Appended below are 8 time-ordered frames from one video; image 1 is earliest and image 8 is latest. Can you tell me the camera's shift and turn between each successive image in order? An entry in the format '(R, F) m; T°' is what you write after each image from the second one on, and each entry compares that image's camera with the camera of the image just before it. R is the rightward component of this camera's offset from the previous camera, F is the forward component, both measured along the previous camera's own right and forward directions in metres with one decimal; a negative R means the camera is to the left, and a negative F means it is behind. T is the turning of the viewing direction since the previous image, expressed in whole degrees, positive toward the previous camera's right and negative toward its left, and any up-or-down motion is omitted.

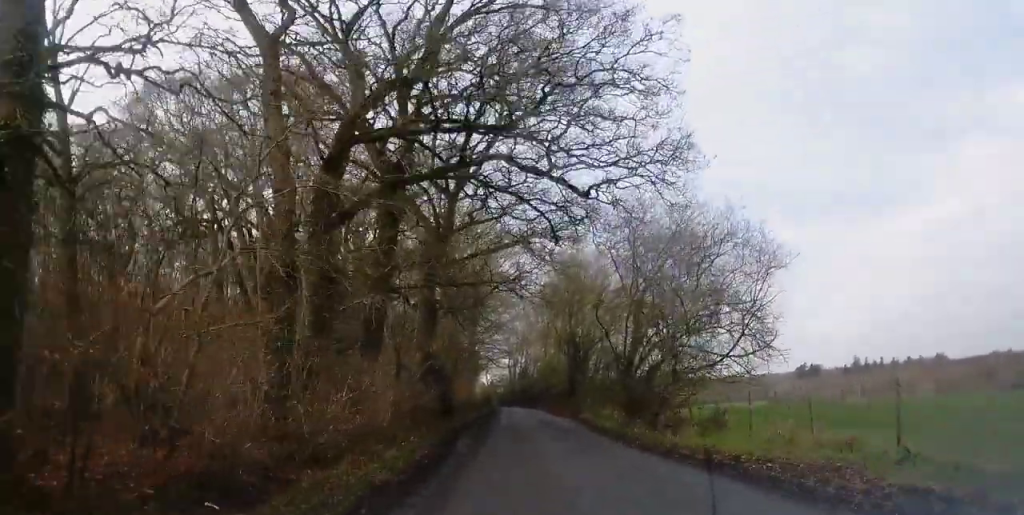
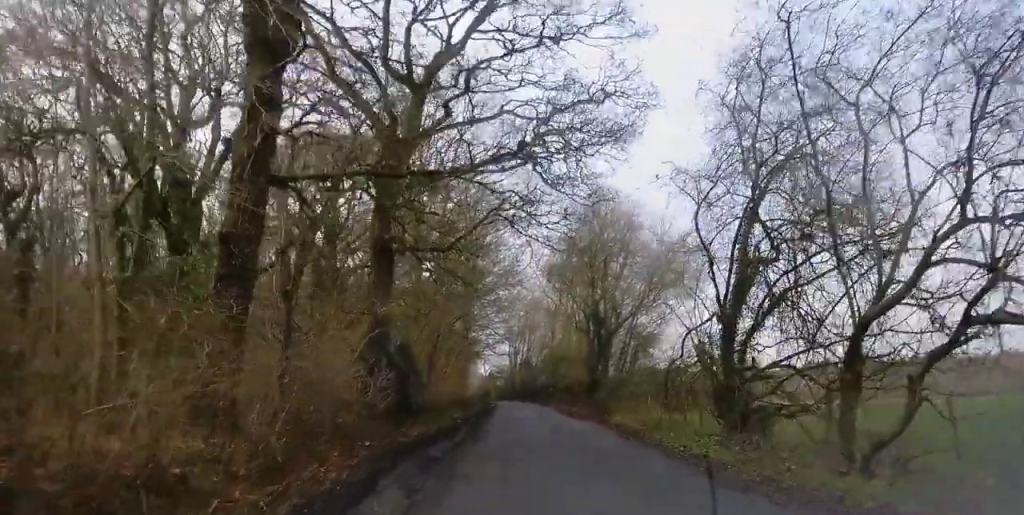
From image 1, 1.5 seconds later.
(+1.0, +12.8) m; +3°
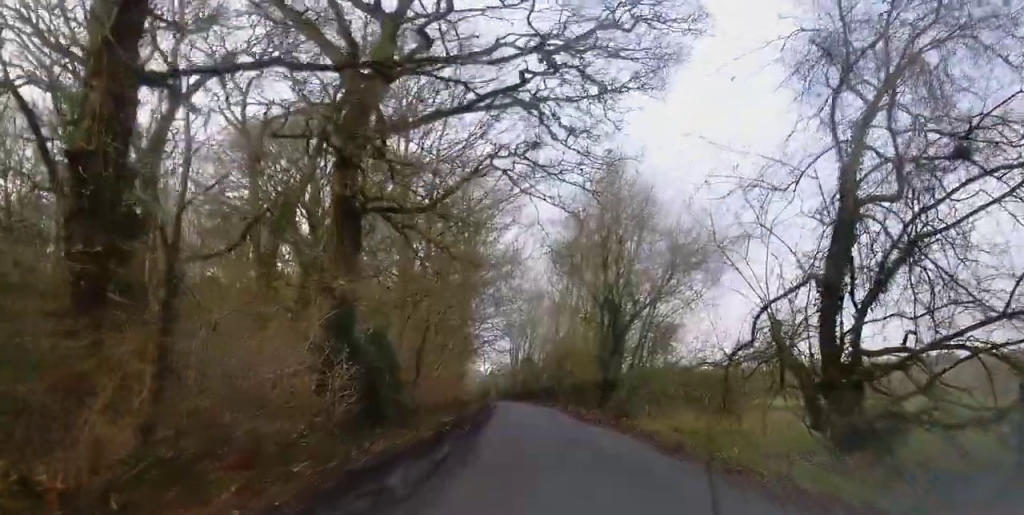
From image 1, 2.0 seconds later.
(-0.4, +4.9) m; -1°
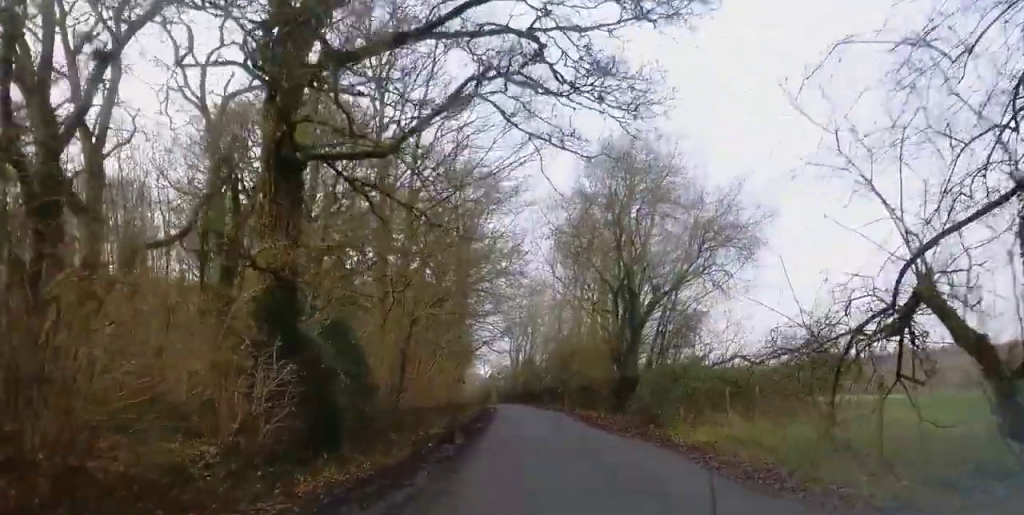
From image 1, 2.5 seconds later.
(-0.1, +4.7) m; -1°
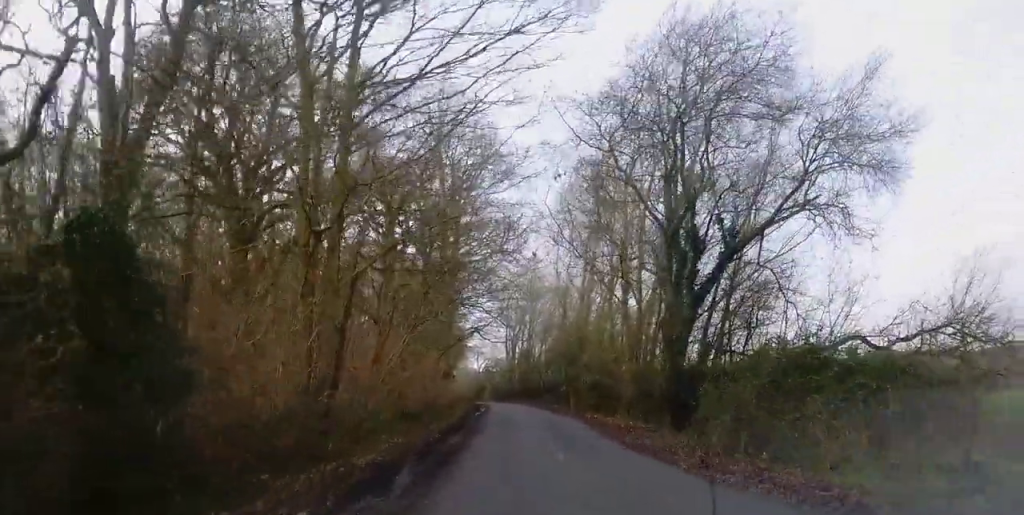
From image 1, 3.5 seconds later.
(+0.3, +9.9) m; 0°
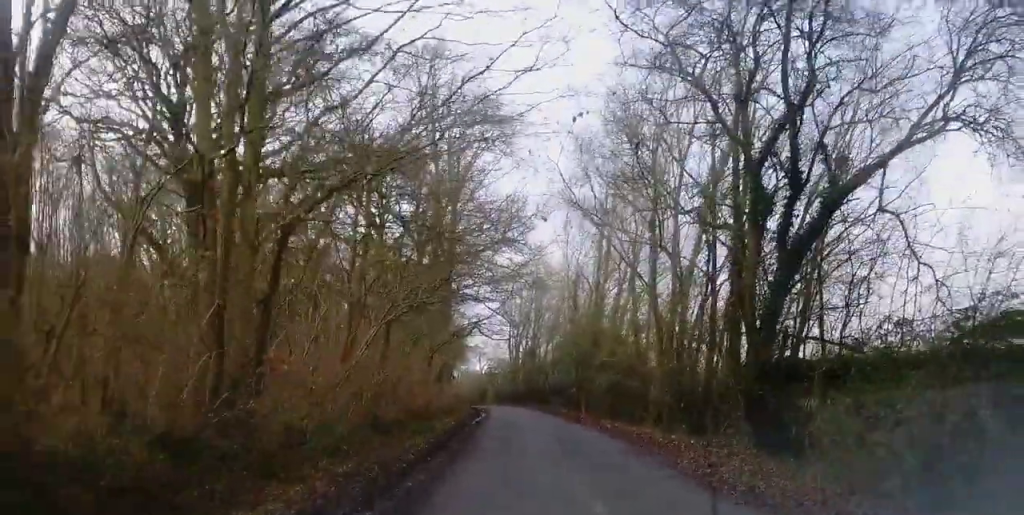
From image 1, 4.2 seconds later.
(-0.1, +6.2) m; -1°
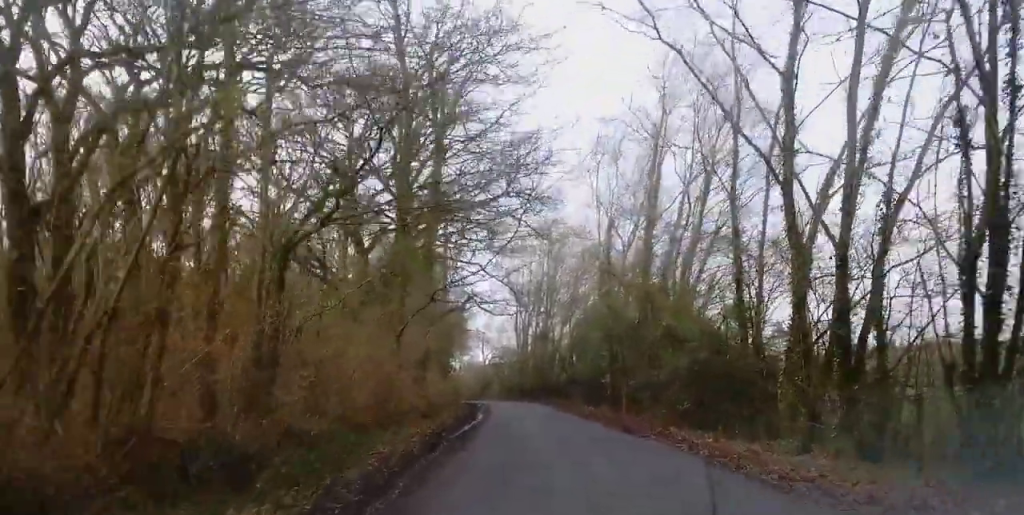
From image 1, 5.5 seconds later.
(-0.2, +13.3) m; -6°
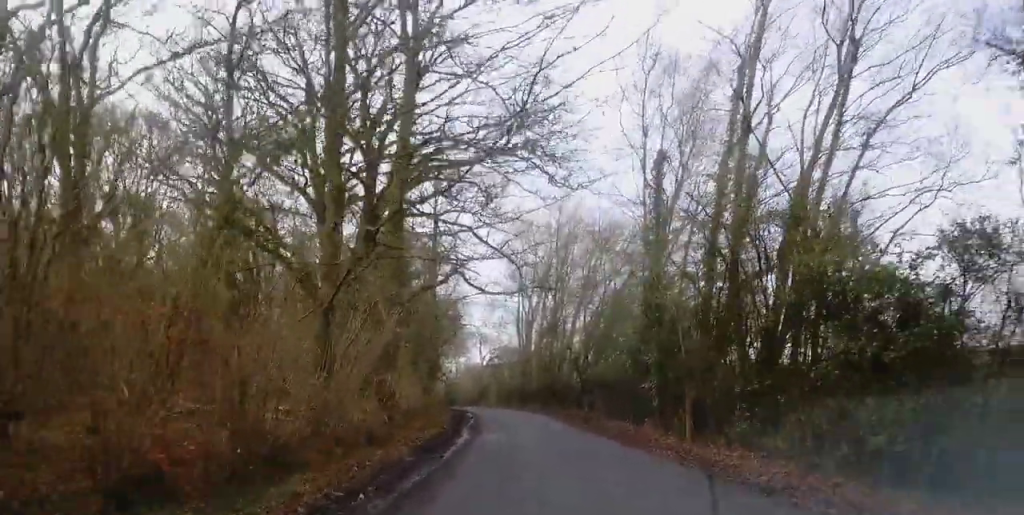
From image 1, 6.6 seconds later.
(-1.2, +9.5) m; -13°
